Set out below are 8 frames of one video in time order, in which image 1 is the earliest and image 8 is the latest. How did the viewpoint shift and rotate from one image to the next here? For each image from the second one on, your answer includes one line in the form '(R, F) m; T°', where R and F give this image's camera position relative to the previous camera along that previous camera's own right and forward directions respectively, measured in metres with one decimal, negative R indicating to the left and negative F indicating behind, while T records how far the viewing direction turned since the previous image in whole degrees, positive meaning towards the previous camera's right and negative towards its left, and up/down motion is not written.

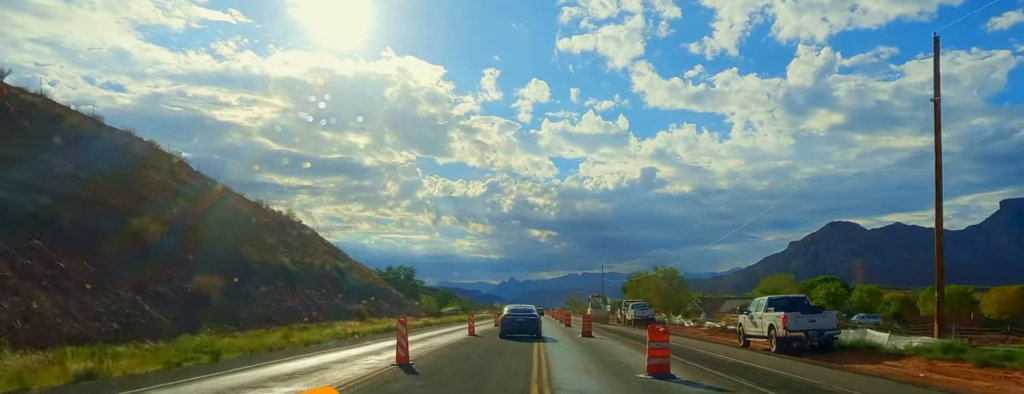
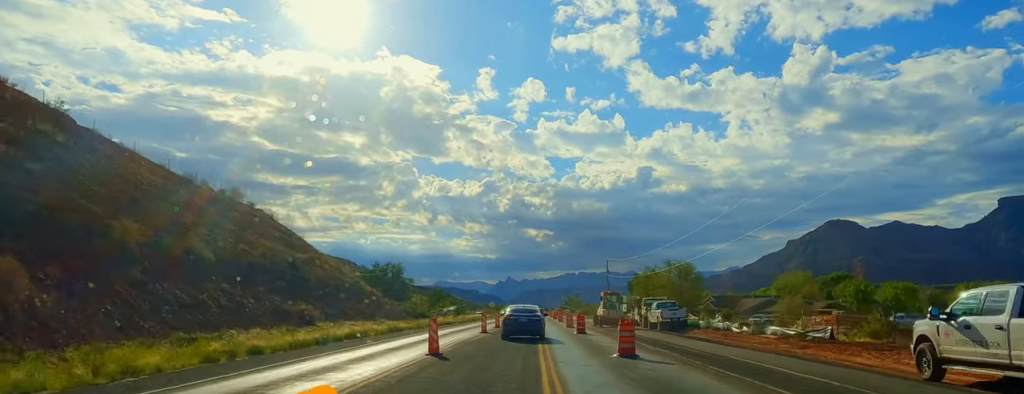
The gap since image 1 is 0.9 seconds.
(+0.6, +13.6) m; 0°
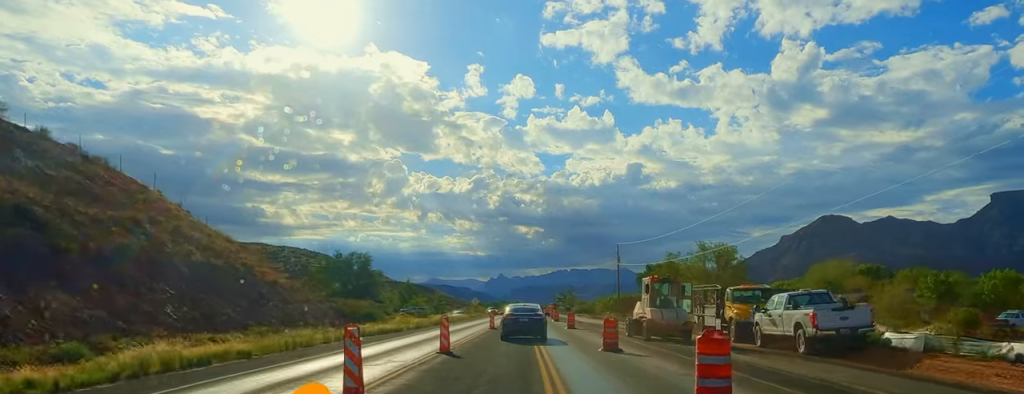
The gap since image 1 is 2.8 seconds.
(-1.0, +26.9) m; +1°
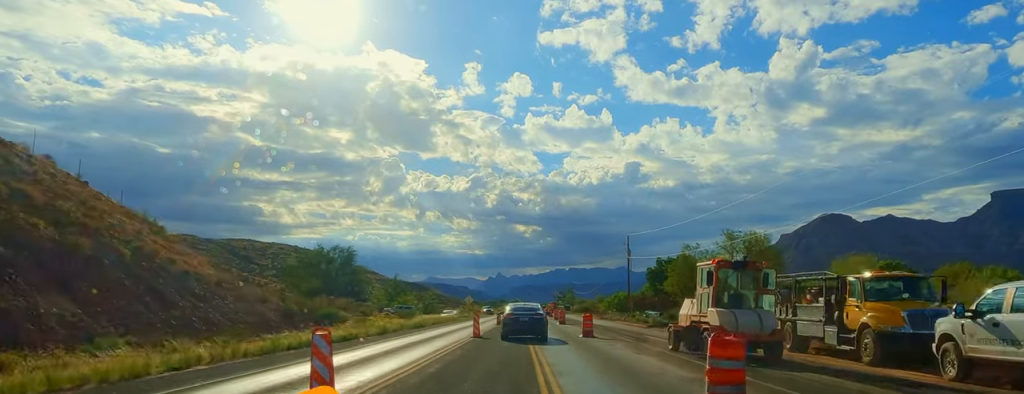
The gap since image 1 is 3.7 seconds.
(-0.2, +12.5) m; +1°
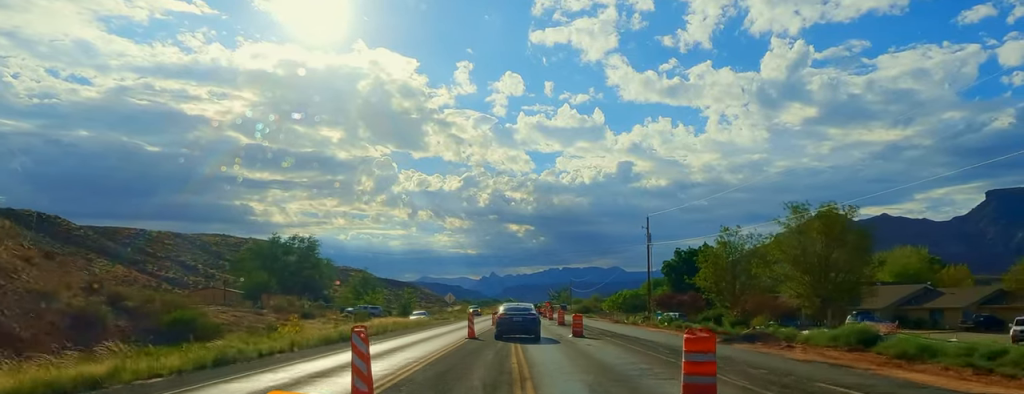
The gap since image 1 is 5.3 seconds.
(+1.9, +21.5) m; +1°
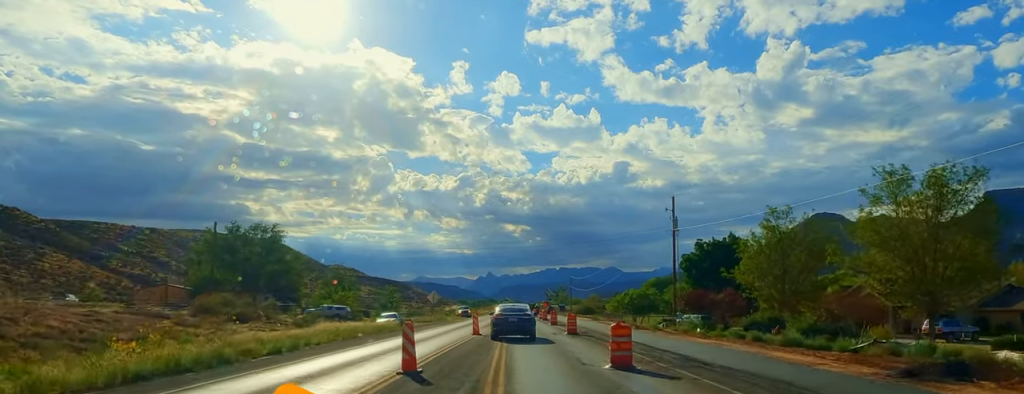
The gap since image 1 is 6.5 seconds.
(-0.9, +15.9) m; -1°
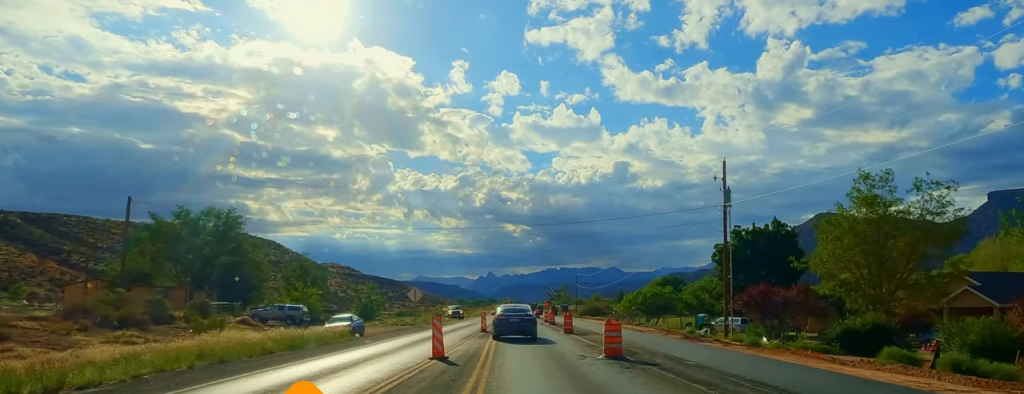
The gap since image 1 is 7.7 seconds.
(-0.5, +16.4) m; -1°
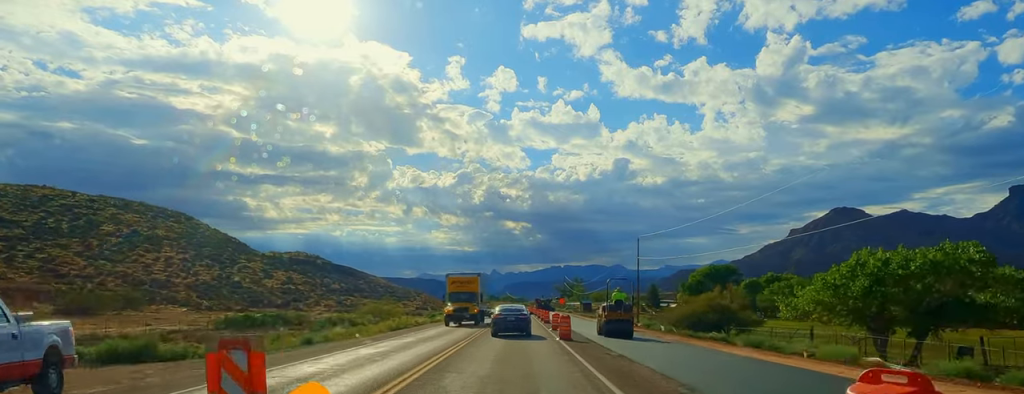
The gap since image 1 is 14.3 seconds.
(+1.4, +89.4) m; 0°
